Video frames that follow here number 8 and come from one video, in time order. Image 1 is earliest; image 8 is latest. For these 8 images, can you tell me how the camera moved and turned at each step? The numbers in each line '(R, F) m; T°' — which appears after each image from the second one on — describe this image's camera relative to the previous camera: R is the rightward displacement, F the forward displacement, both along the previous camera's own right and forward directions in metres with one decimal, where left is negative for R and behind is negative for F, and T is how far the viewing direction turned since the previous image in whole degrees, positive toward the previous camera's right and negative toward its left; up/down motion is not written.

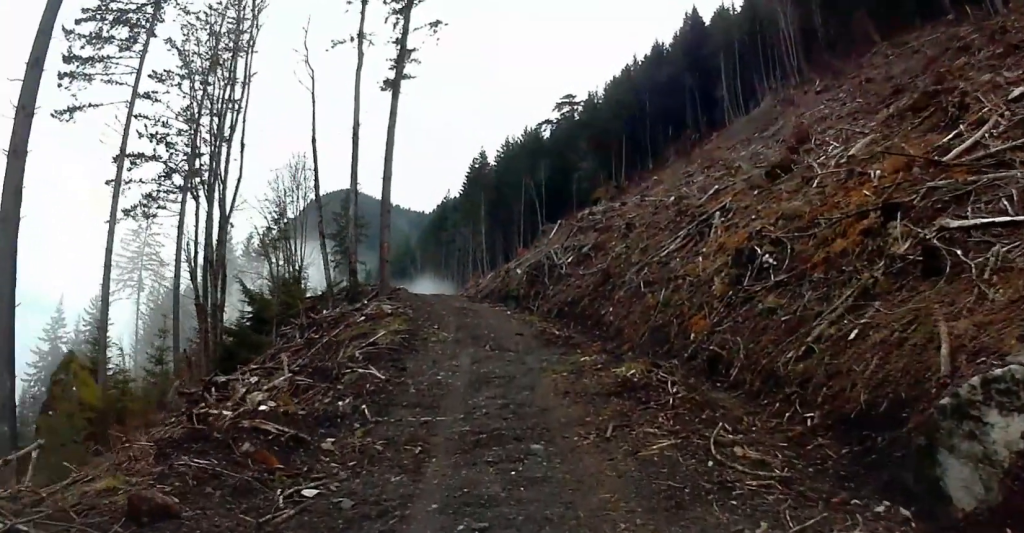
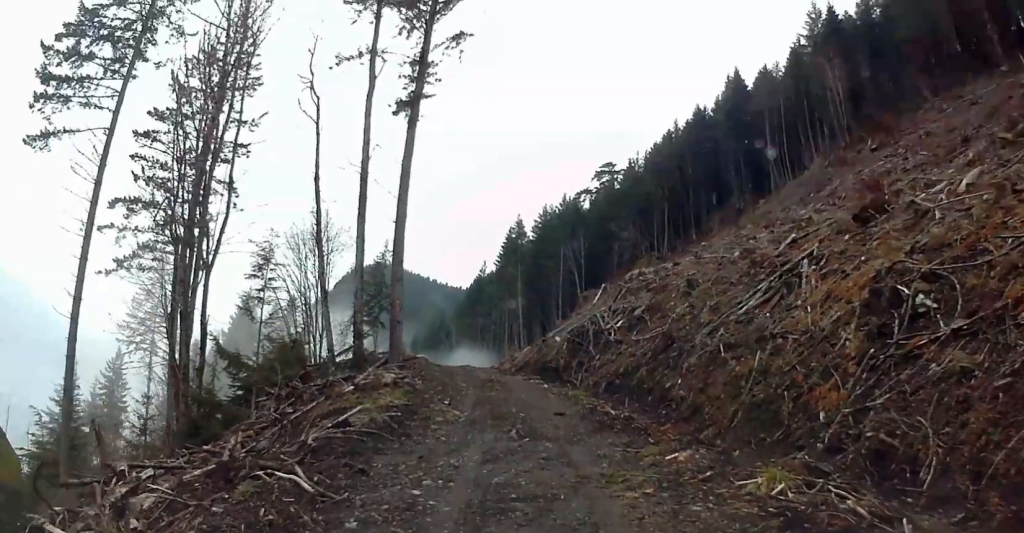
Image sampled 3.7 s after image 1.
(-0.5, +7.1) m; -6°
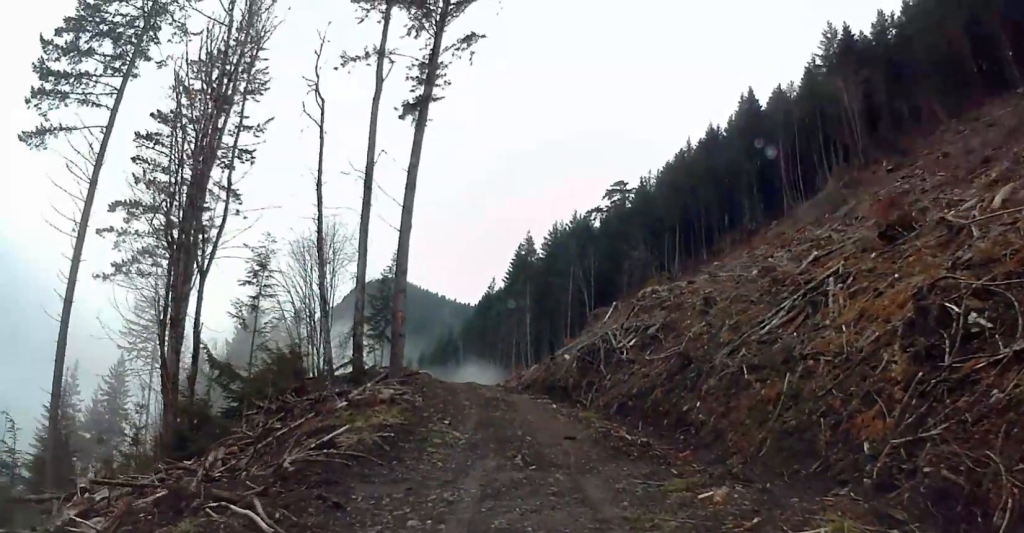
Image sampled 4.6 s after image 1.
(0.0, +1.7) m; 0°
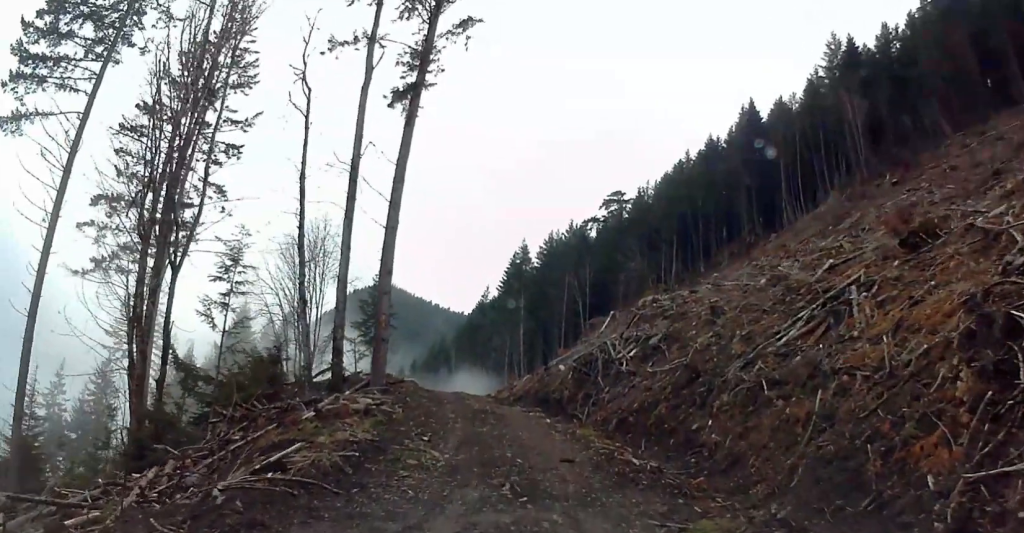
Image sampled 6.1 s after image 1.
(0.0, +2.7) m; +4°
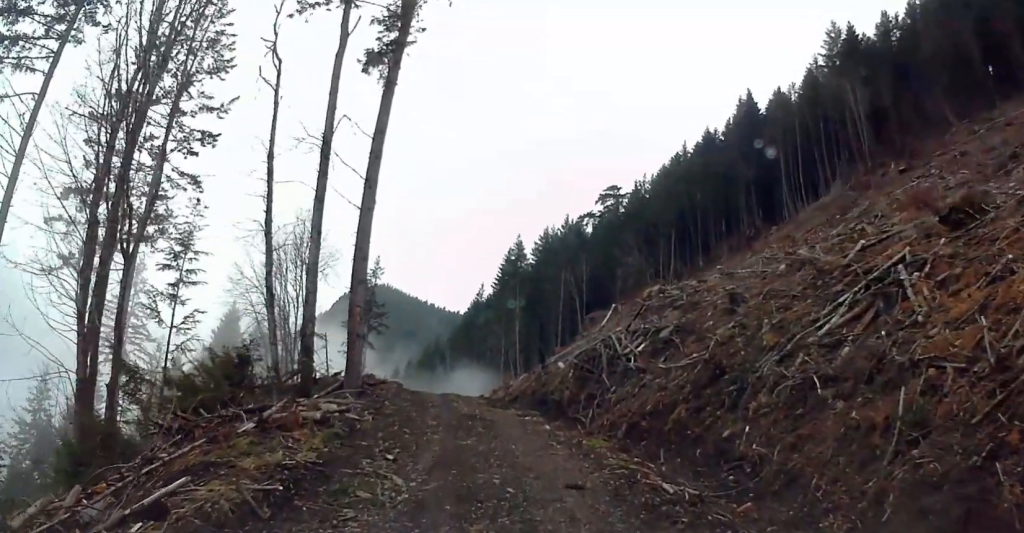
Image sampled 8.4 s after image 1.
(+0.3, +4.1) m; +2°
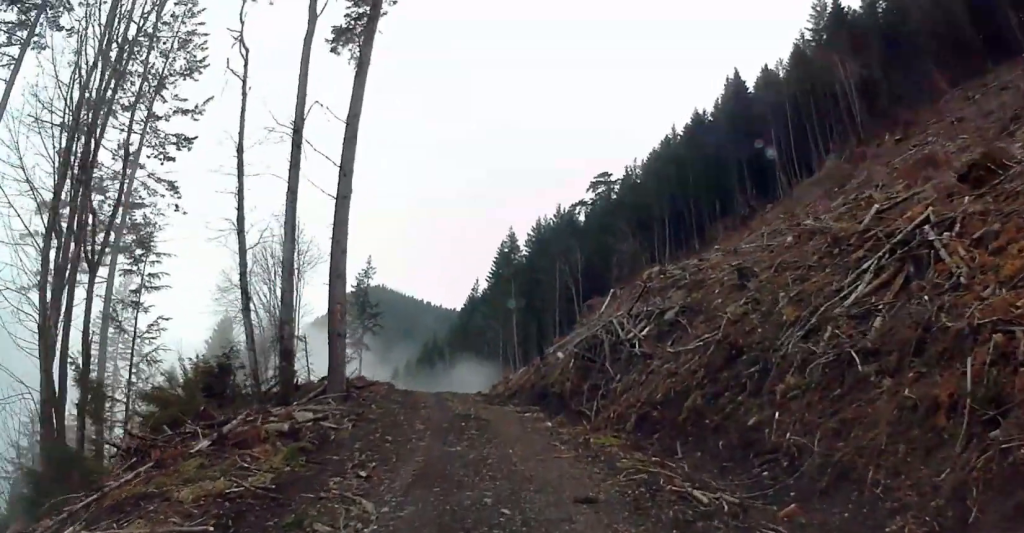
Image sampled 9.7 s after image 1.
(-0.1, +2.3) m; 0°
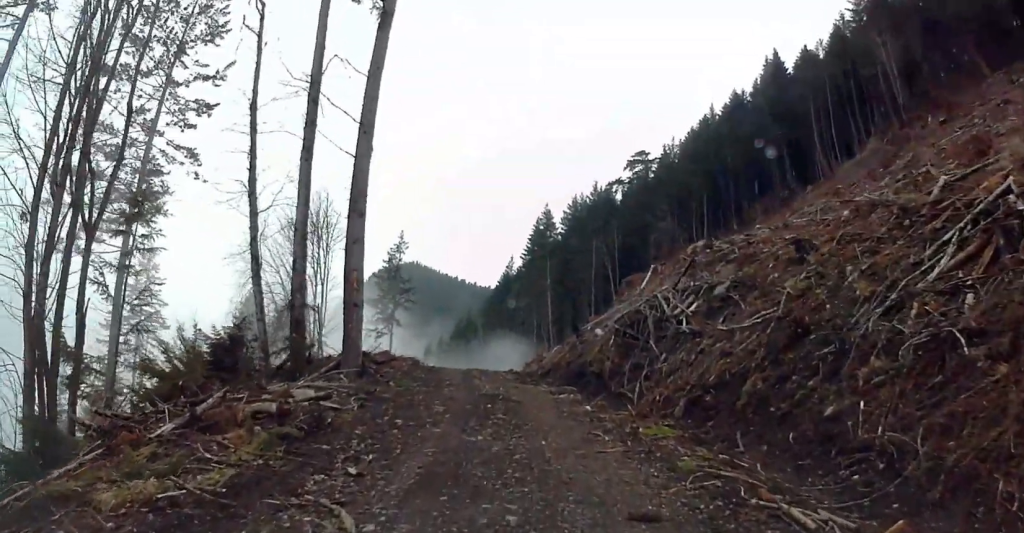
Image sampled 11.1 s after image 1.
(-0.1, +2.6) m; 0°
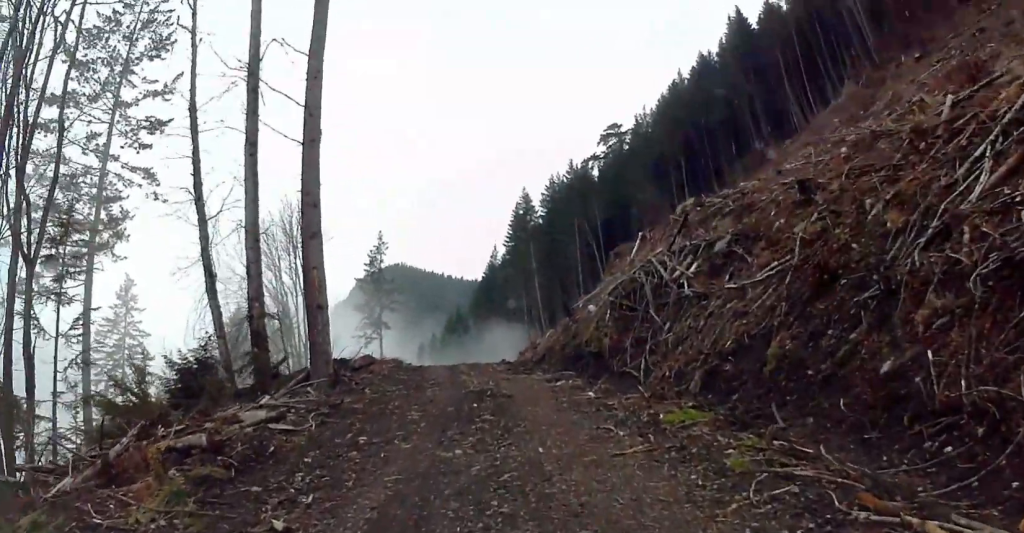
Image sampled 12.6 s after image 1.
(+0.2, +2.5) m; 0°
